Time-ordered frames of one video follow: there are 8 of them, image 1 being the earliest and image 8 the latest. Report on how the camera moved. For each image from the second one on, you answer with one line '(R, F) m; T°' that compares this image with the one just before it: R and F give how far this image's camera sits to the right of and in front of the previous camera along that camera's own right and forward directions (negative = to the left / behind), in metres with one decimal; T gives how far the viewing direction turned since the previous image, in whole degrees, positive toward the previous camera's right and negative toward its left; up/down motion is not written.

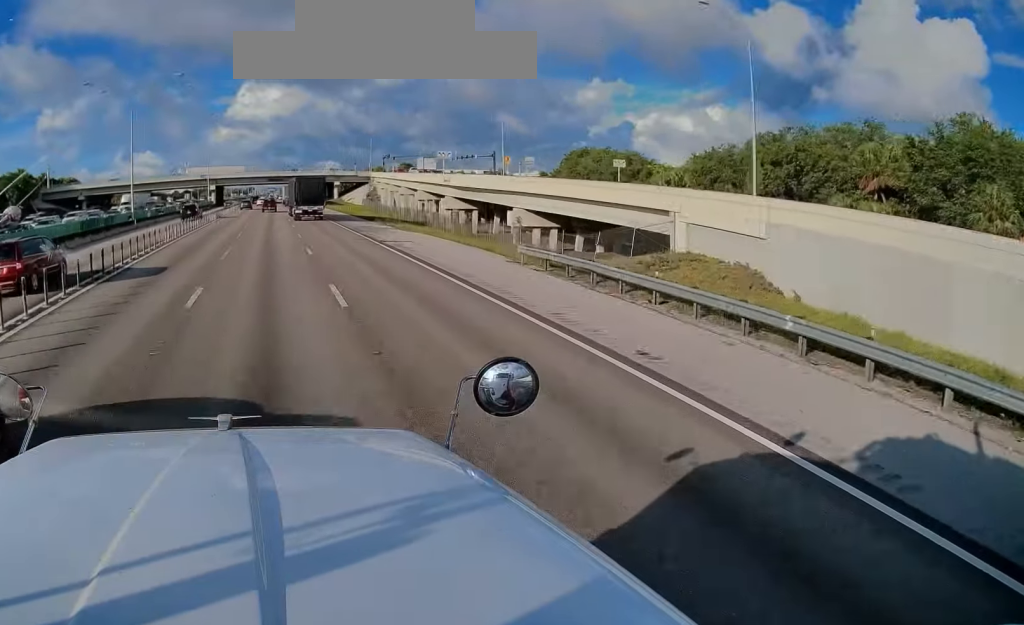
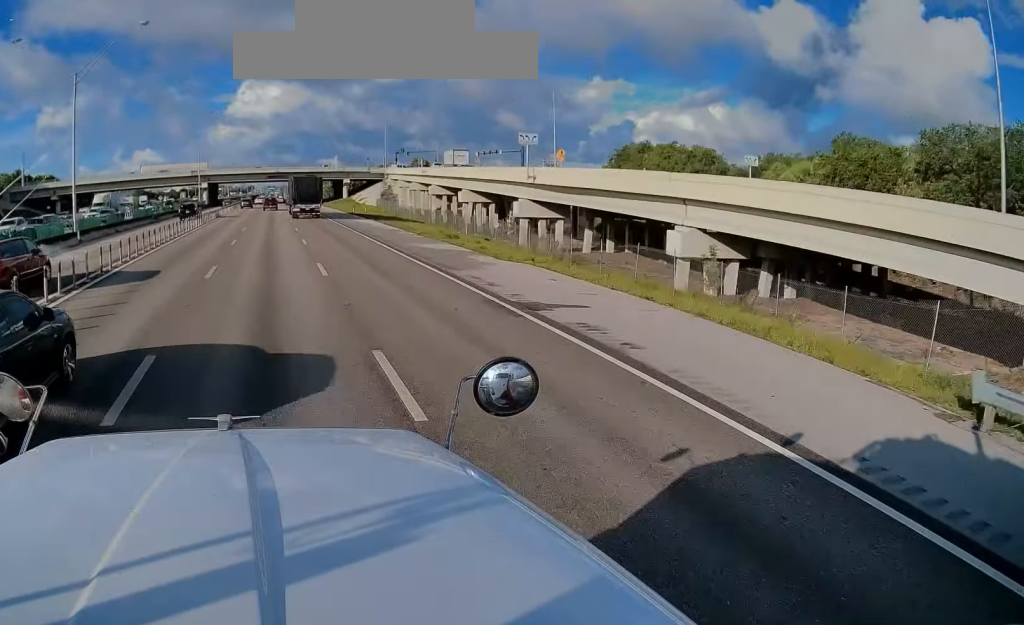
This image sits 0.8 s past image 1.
(-0.5, +20.0) m; 0°
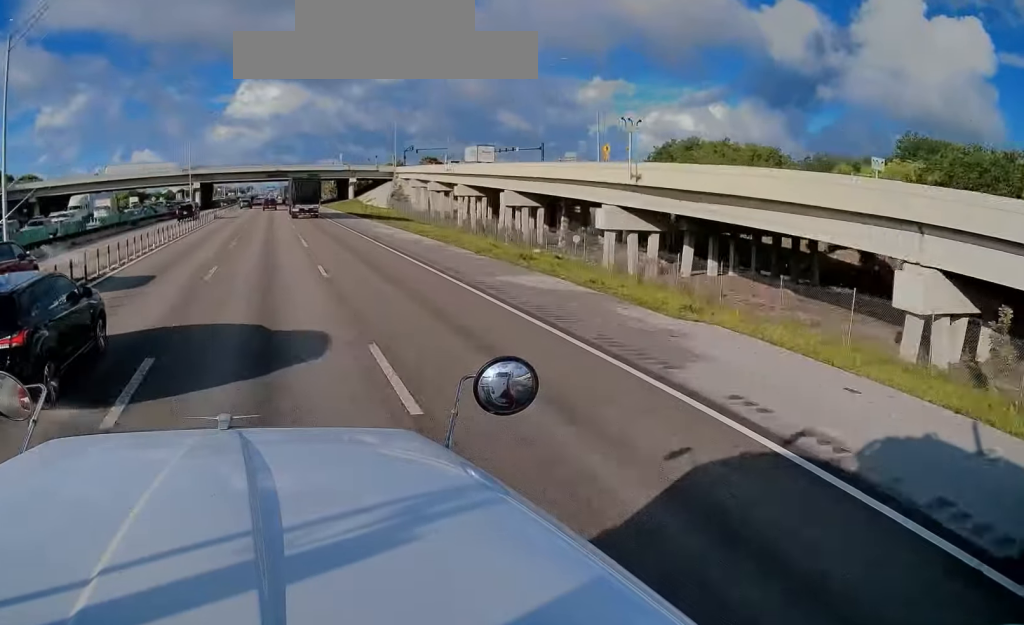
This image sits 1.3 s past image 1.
(+0.1, +12.5) m; 0°
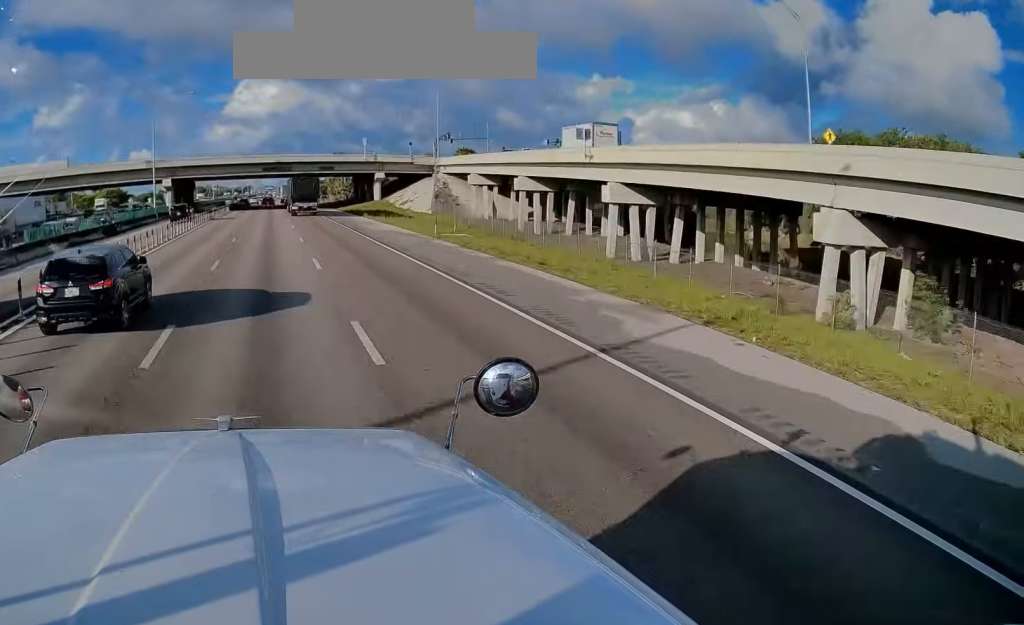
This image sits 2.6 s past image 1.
(+0.3, +33.2) m; 0°
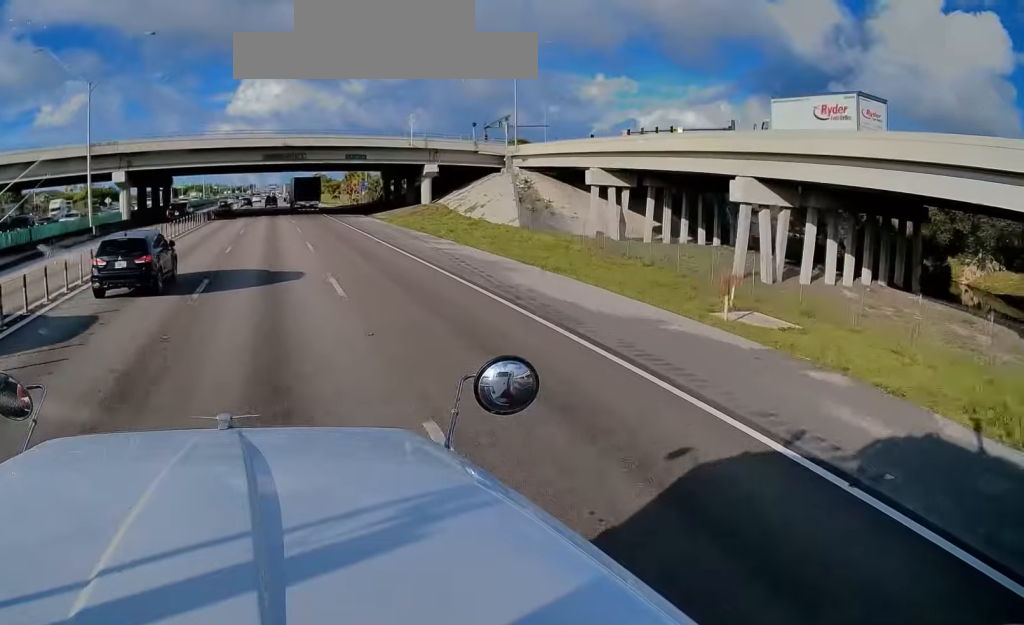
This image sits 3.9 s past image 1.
(+0.2, +30.9) m; +1°
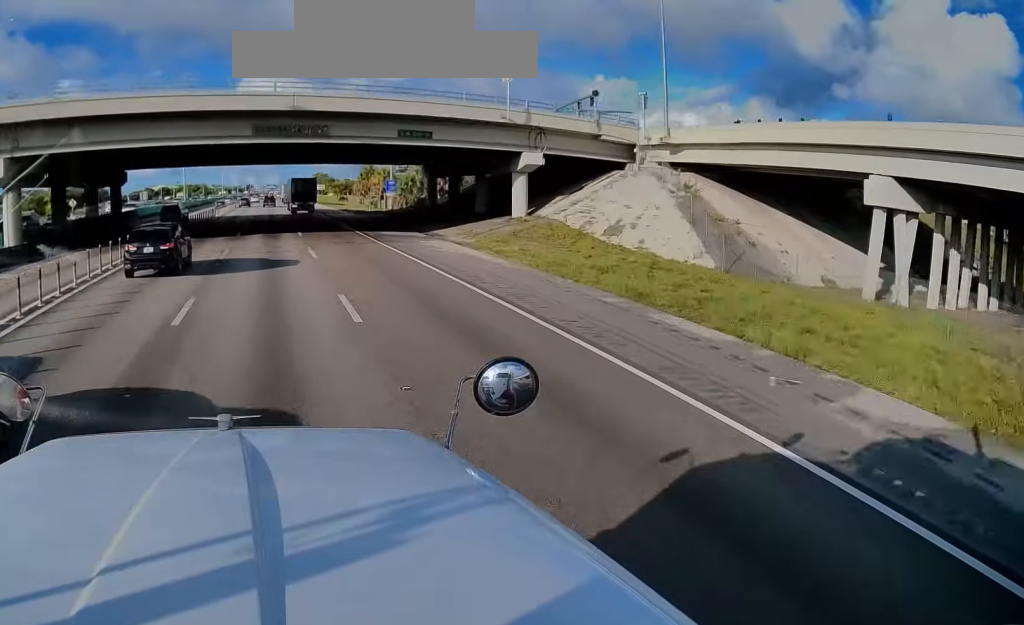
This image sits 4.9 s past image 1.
(0.0, +27.1) m; 0°
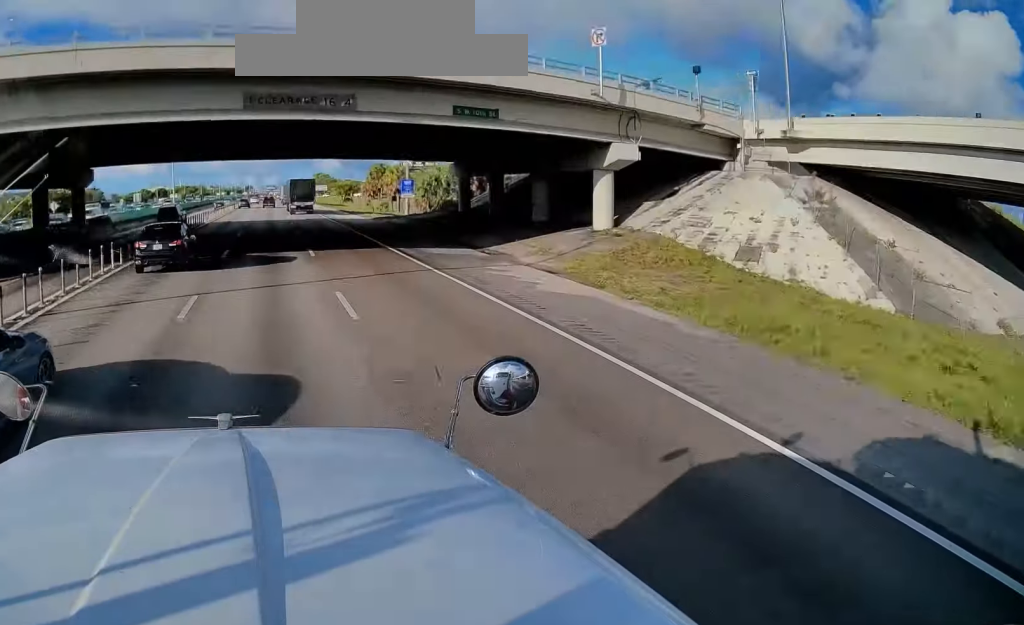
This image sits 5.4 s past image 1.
(0.0, +11.8) m; 0°
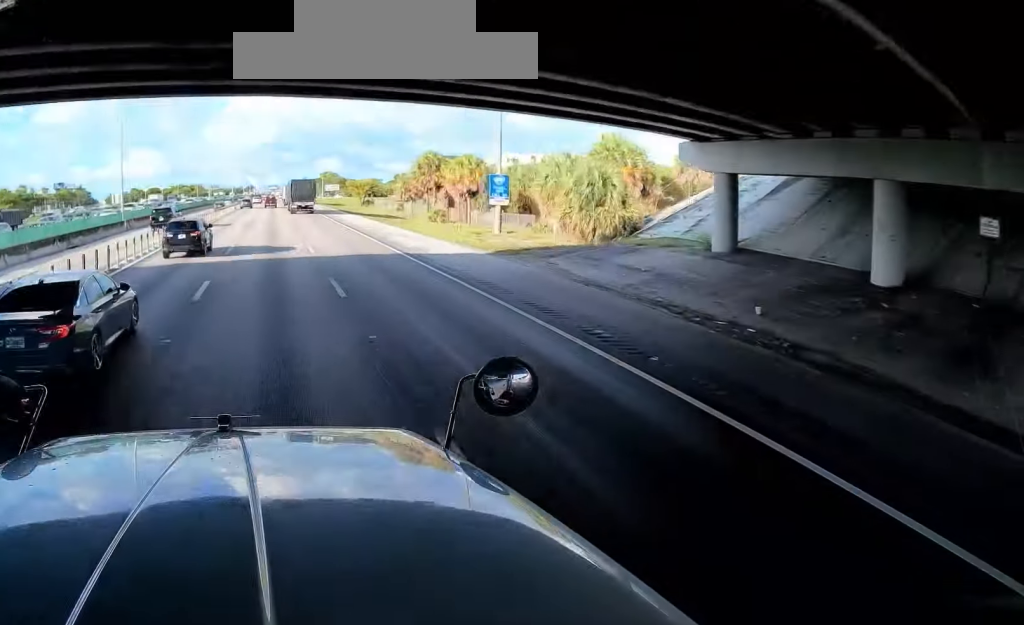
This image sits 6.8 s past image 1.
(-0.3, +34.6) m; 0°
